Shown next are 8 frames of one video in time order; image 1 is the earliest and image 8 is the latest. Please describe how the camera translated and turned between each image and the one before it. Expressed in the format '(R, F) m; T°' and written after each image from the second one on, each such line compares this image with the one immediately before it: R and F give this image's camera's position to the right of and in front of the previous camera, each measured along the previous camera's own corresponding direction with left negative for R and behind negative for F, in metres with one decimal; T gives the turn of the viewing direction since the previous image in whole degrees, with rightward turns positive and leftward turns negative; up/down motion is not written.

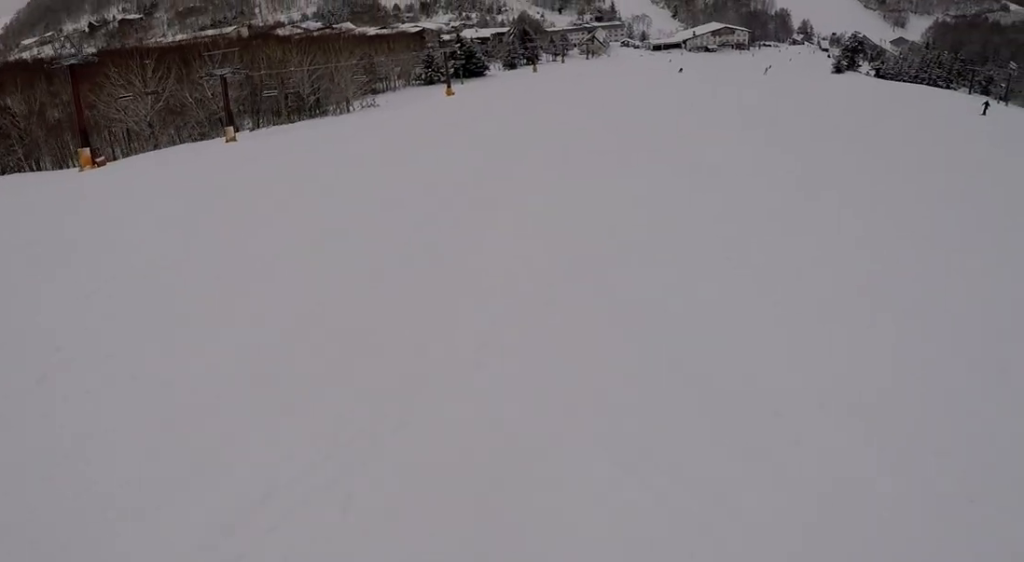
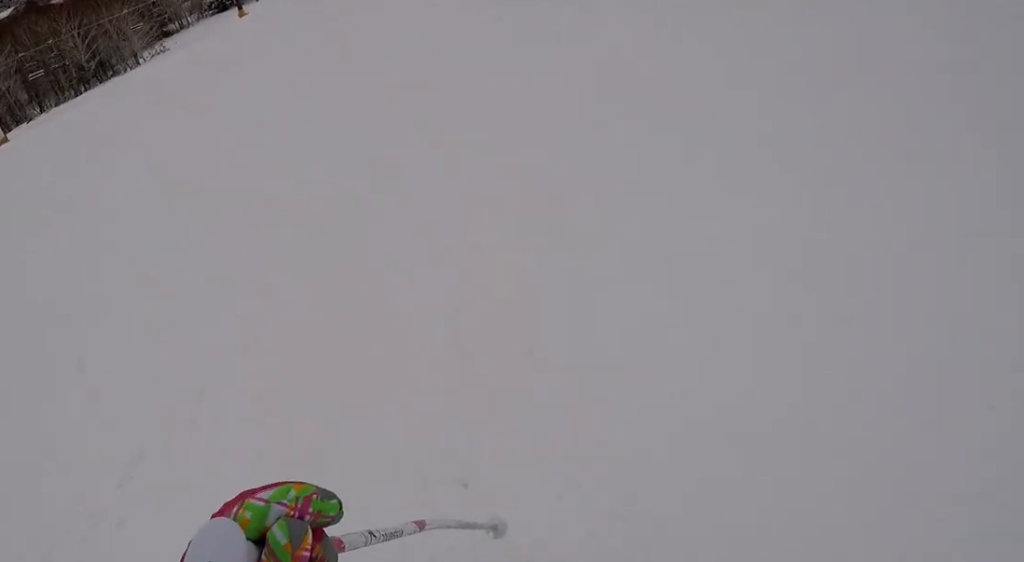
(+0.6, +7.4) m; +4°
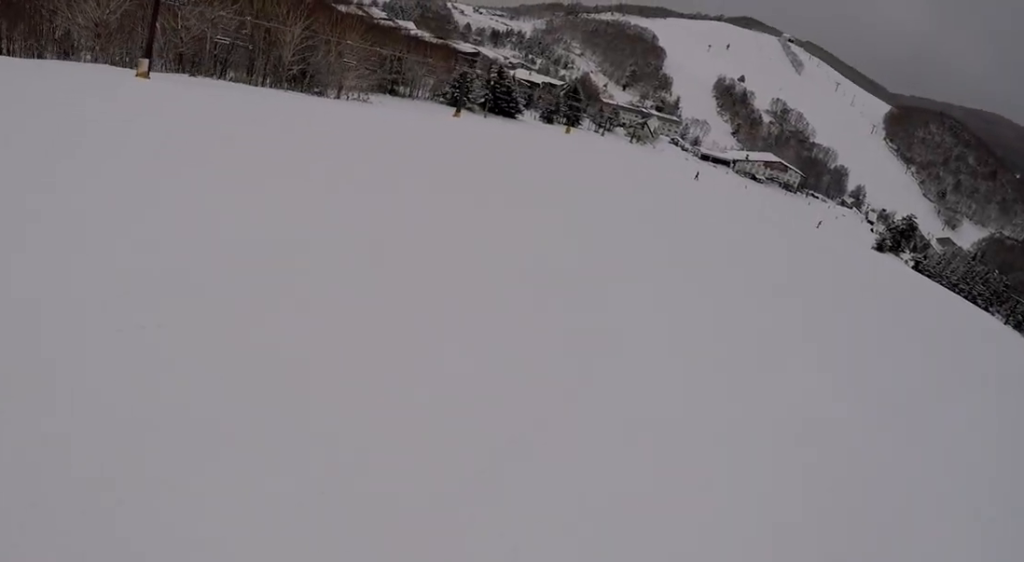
(-0.3, +9.5) m; -9°
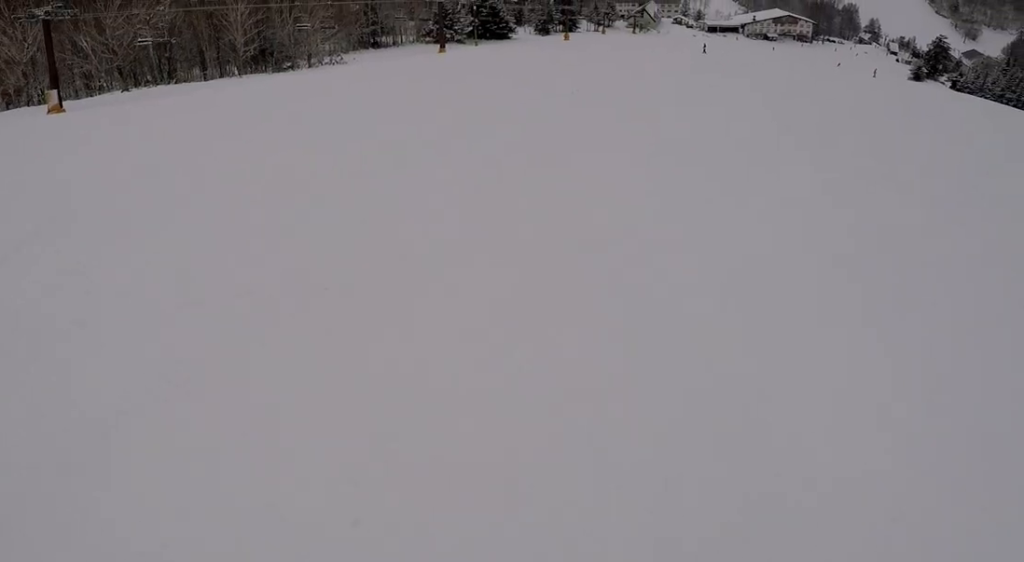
(-1.1, +10.3) m; -2°
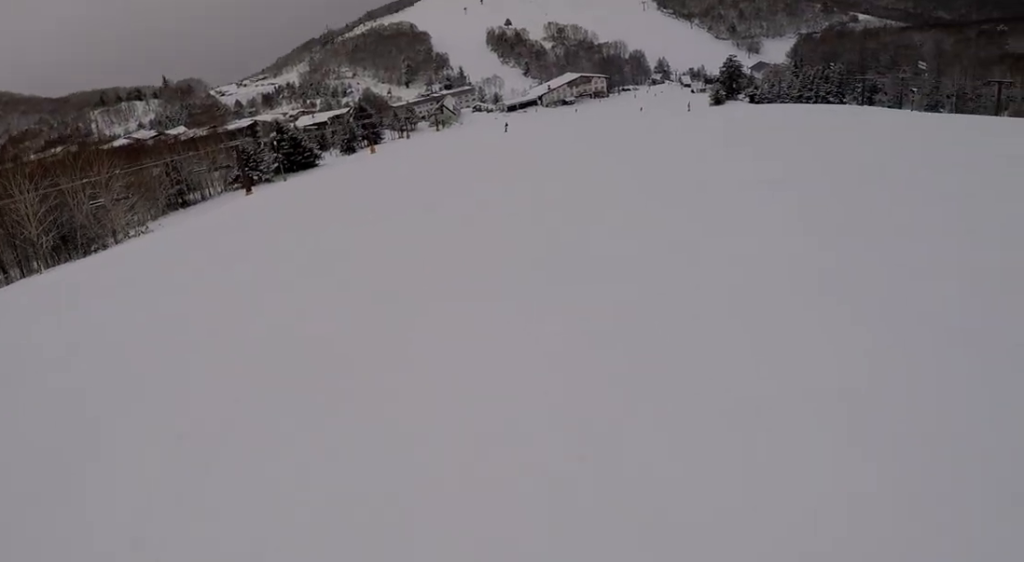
(-0.3, +4.5) m; +4°
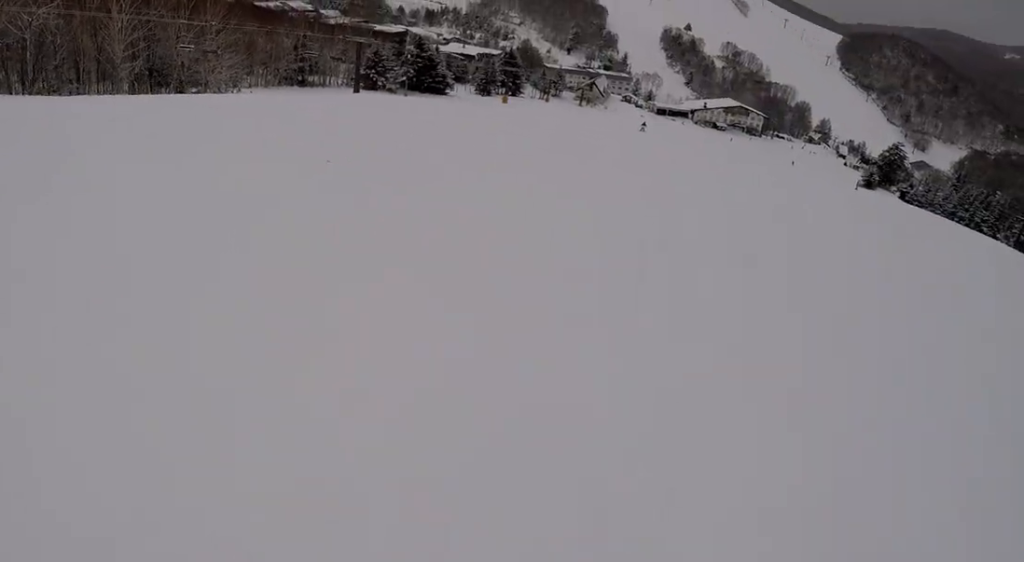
(+1.1, +8.3) m; -10°
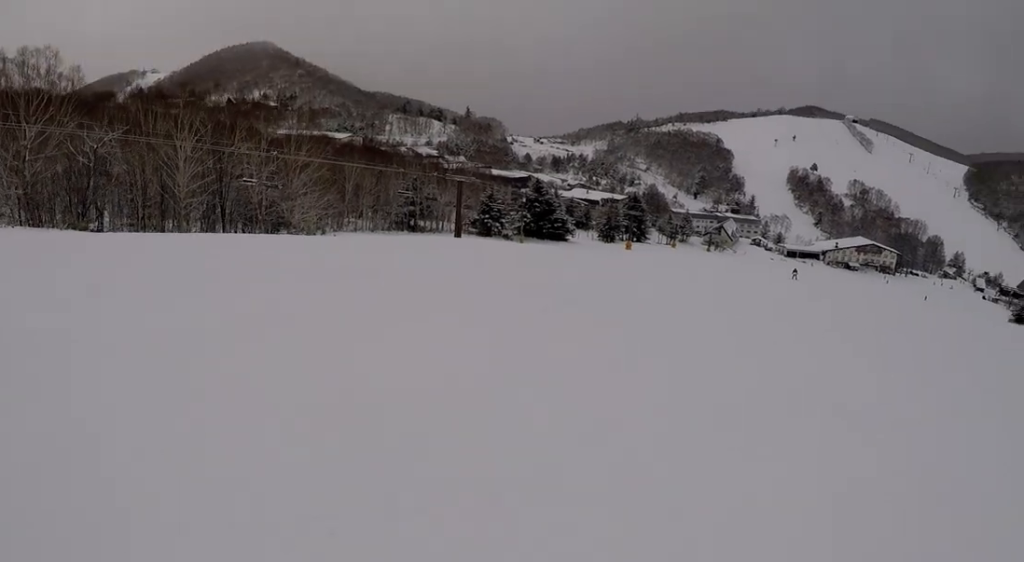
(-2.5, +11.8) m; +3°
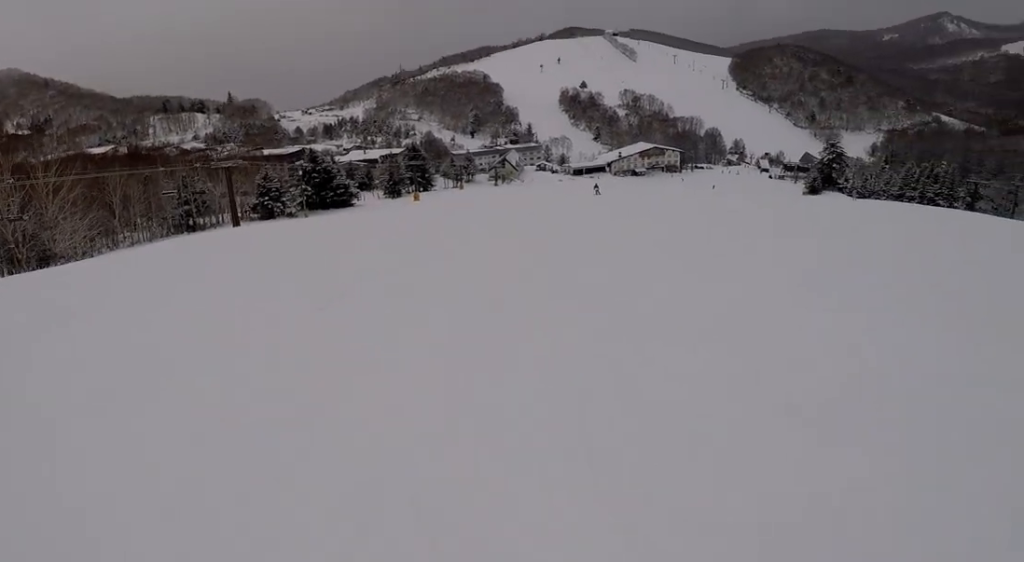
(+0.1, +4.2) m; +13°
